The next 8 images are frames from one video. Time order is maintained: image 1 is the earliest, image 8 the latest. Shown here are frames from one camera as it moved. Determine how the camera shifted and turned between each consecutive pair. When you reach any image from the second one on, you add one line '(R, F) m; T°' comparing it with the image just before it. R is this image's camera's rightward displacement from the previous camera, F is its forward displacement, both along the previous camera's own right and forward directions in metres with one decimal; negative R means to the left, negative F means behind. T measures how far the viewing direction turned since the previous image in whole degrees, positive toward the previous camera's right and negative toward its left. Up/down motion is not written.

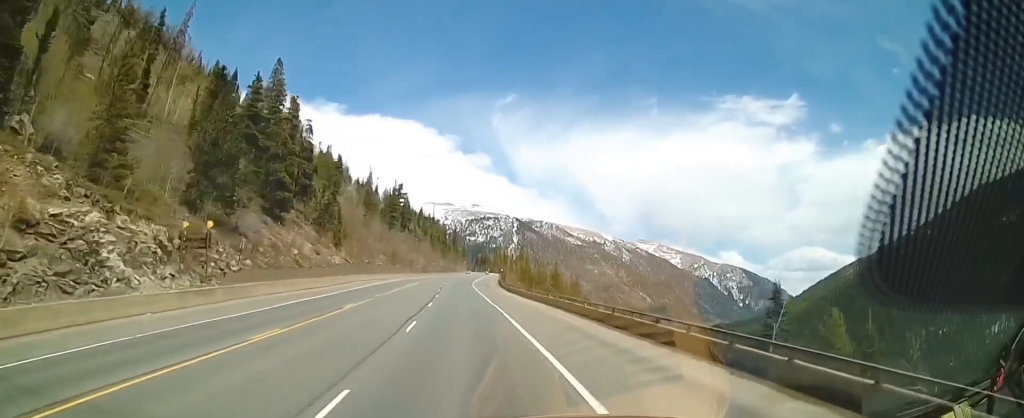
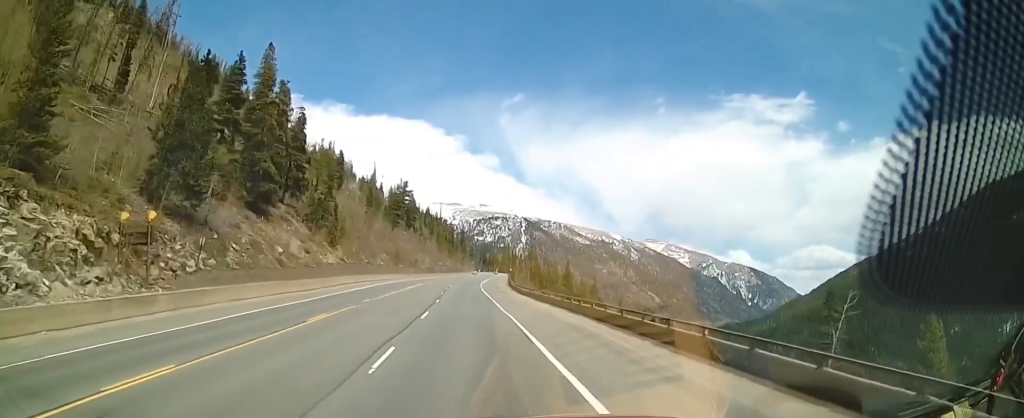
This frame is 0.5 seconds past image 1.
(-0.2, +7.0) m; -1°
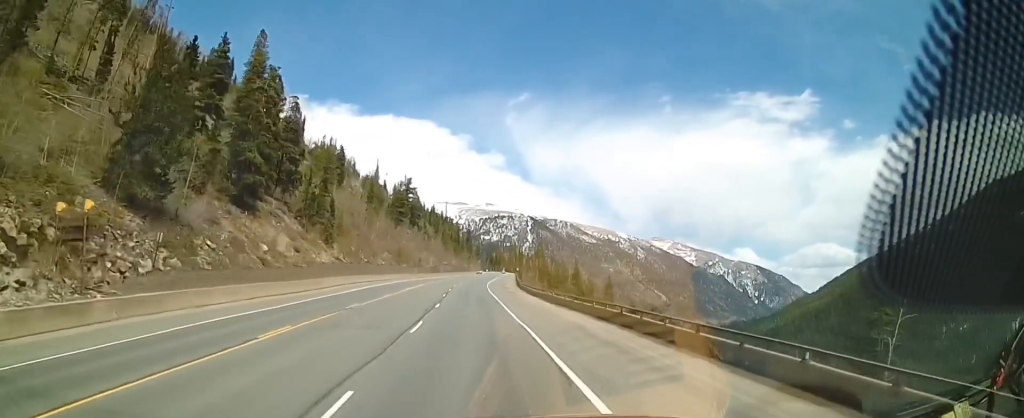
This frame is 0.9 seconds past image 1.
(0.0, +5.3) m; 0°
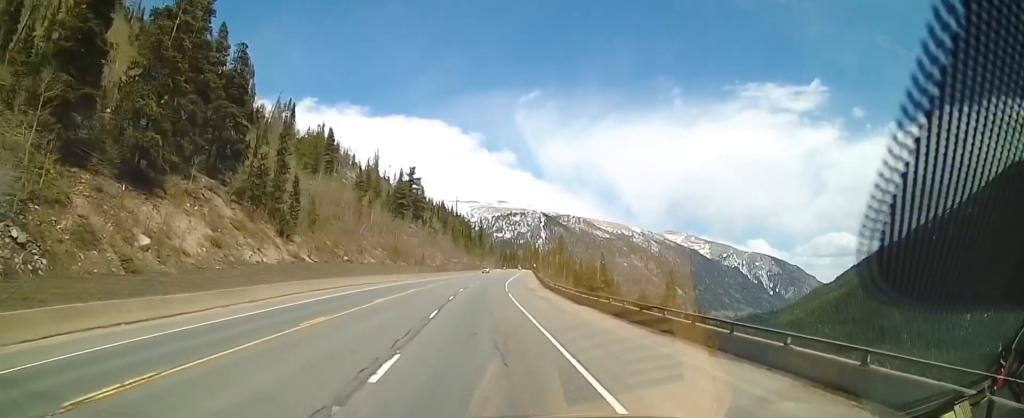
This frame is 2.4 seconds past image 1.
(+0.2, +20.0) m; 0°
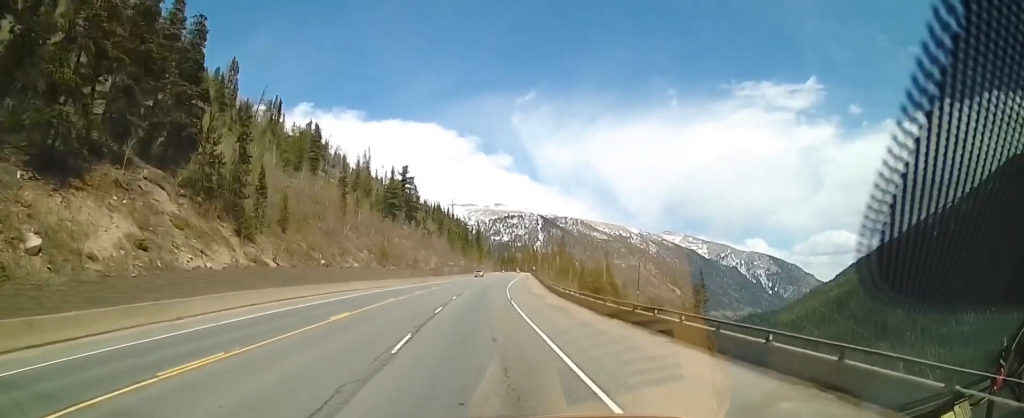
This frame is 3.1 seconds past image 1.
(-0.1, +8.4) m; 0°
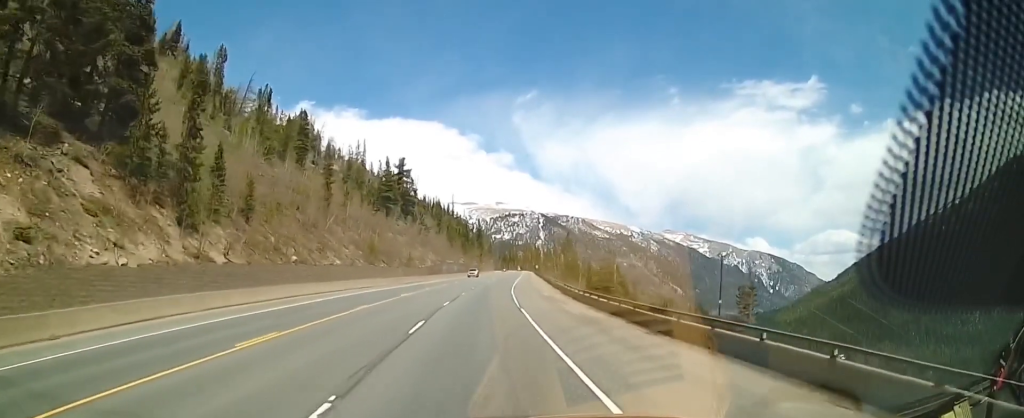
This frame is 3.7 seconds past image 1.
(-0.1, +8.9) m; 0°
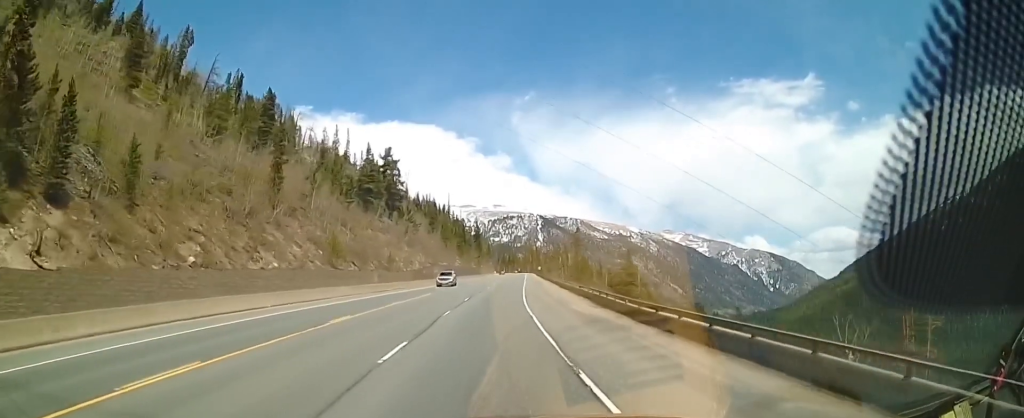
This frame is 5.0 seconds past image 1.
(+0.1, +17.3) m; 0°
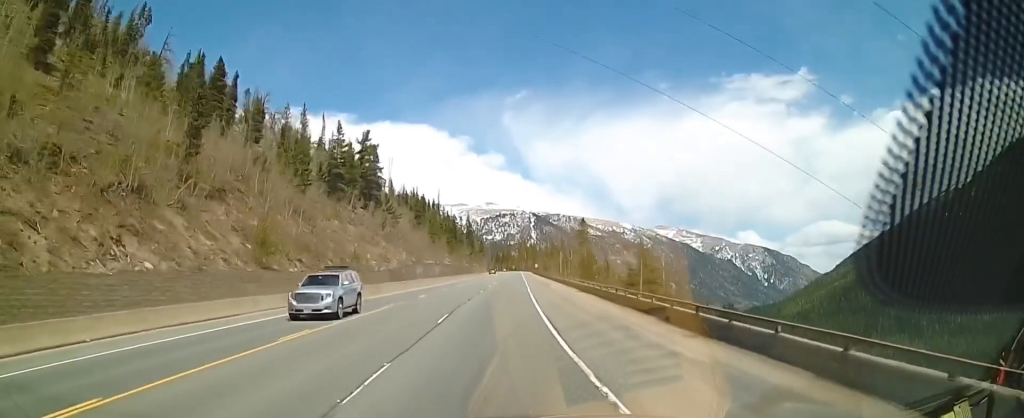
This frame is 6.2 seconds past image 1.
(0.0, +16.1) m; +2°
